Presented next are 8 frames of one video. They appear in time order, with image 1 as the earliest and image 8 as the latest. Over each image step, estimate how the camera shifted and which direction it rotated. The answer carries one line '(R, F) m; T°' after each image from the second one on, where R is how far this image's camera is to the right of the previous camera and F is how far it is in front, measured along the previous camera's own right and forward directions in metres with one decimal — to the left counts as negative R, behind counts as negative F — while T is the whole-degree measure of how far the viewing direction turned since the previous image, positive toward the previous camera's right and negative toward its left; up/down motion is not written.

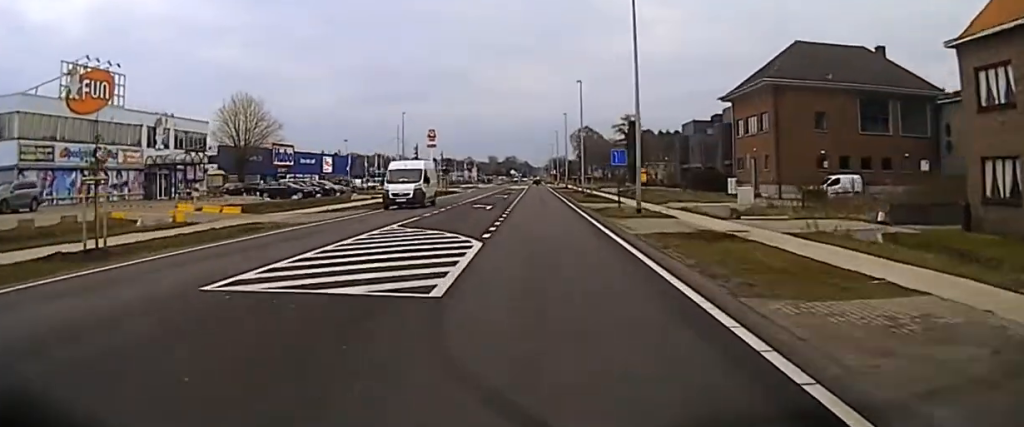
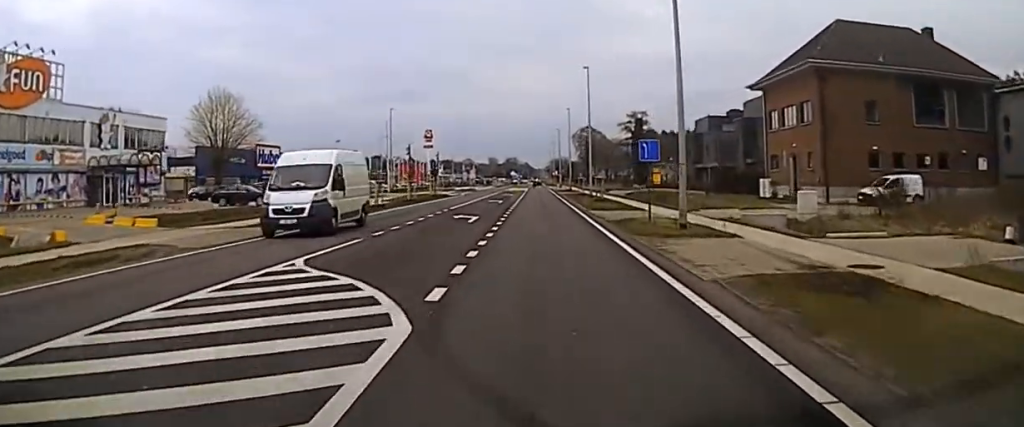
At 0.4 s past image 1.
(0.0, +8.1) m; 0°
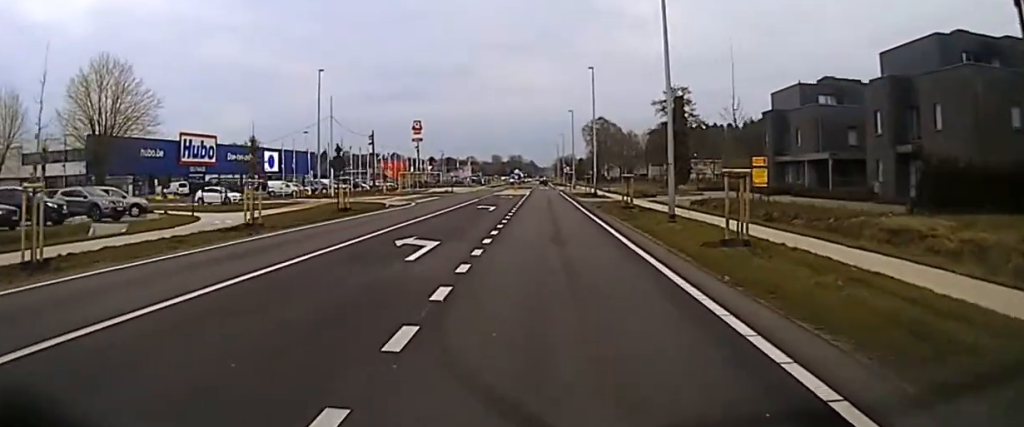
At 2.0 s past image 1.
(-0.2, +30.0) m; 0°
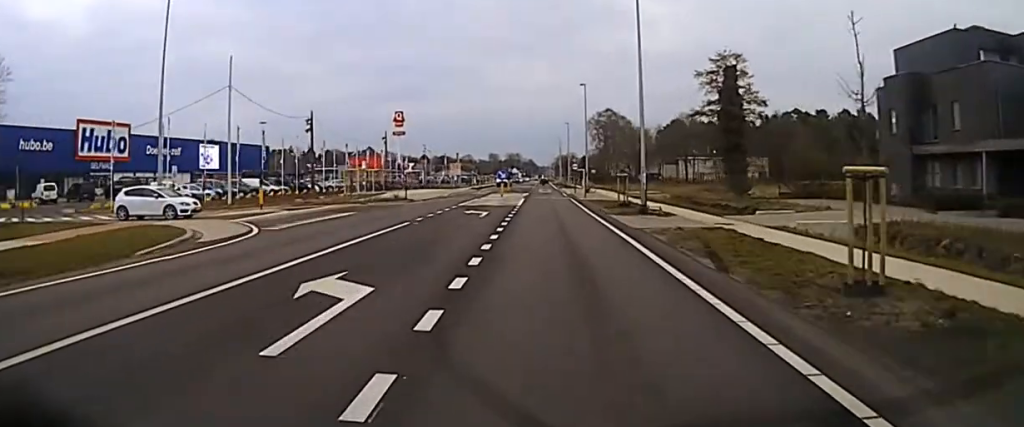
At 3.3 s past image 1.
(+0.3, +26.0) m; +1°
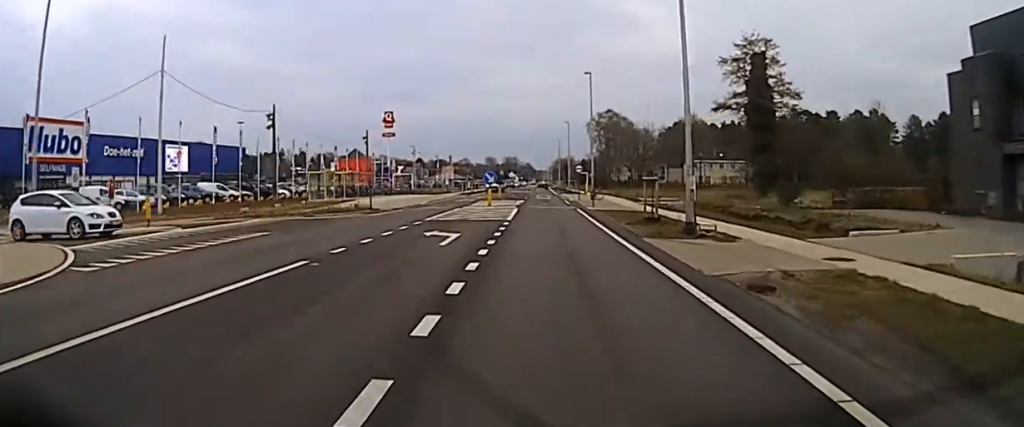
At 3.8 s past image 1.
(0.0, +9.7) m; 0°
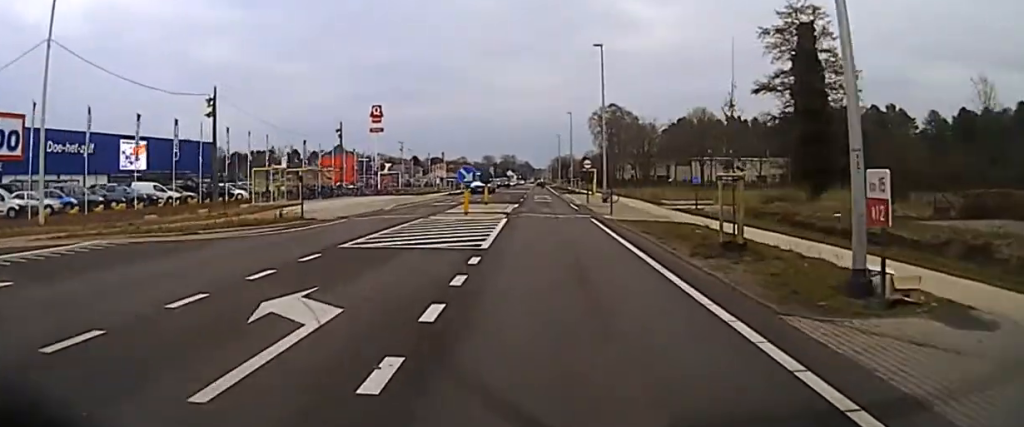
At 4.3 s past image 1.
(0.0, +11.6) m; 0°
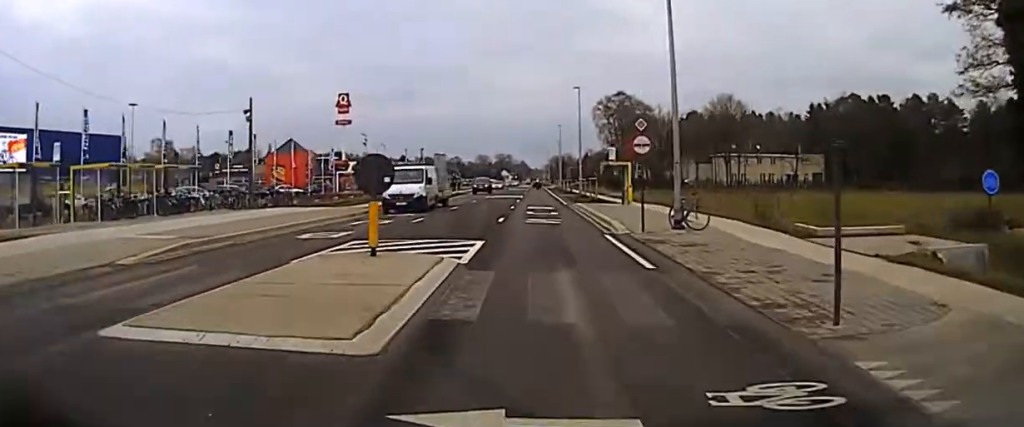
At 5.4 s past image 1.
(-0.2, +25.6) m; -1°
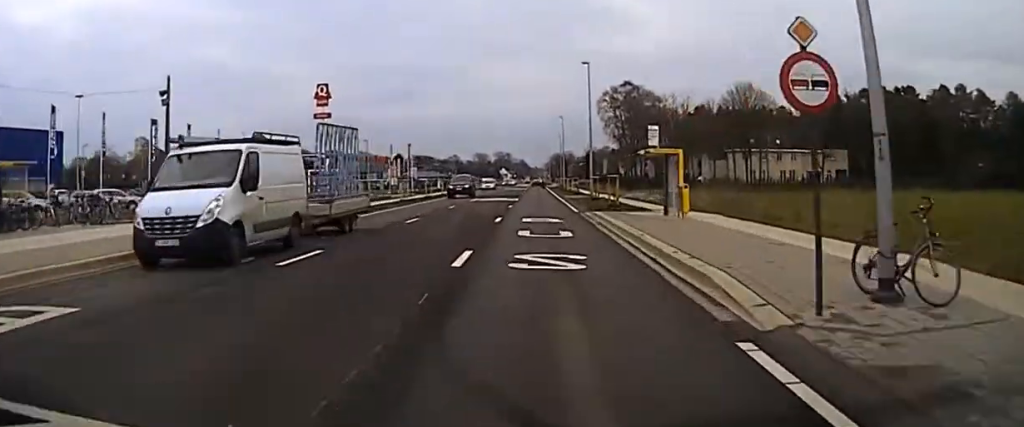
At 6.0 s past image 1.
(0.0, +14.5) m; 0°
